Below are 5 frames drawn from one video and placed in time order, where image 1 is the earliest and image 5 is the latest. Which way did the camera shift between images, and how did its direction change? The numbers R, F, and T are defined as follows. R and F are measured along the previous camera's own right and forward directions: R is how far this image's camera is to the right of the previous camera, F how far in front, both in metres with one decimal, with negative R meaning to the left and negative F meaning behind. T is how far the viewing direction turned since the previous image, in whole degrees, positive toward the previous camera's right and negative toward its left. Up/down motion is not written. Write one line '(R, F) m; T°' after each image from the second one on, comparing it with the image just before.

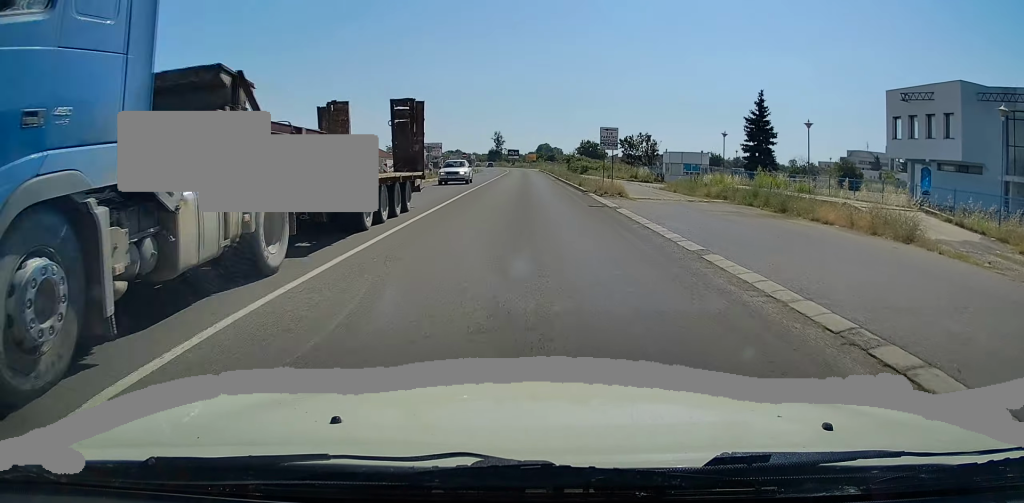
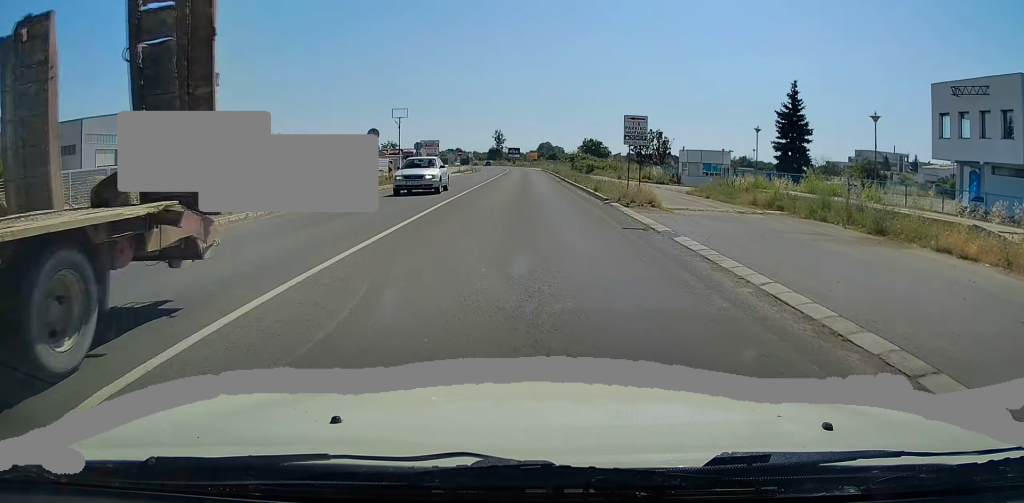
(-0.2, +6.8) m; -1°
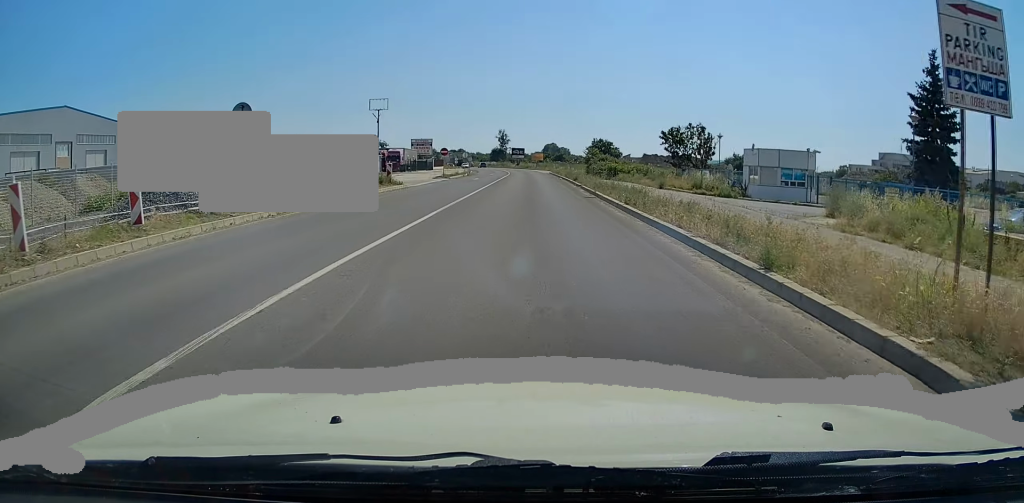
(-0.3, +17.5) m; -1°
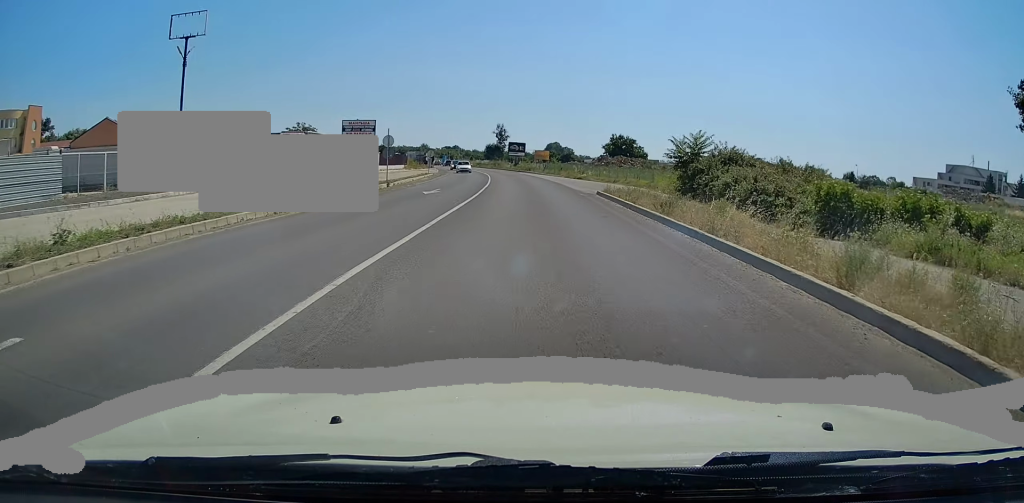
(+0.8, +49.6) m; +1°
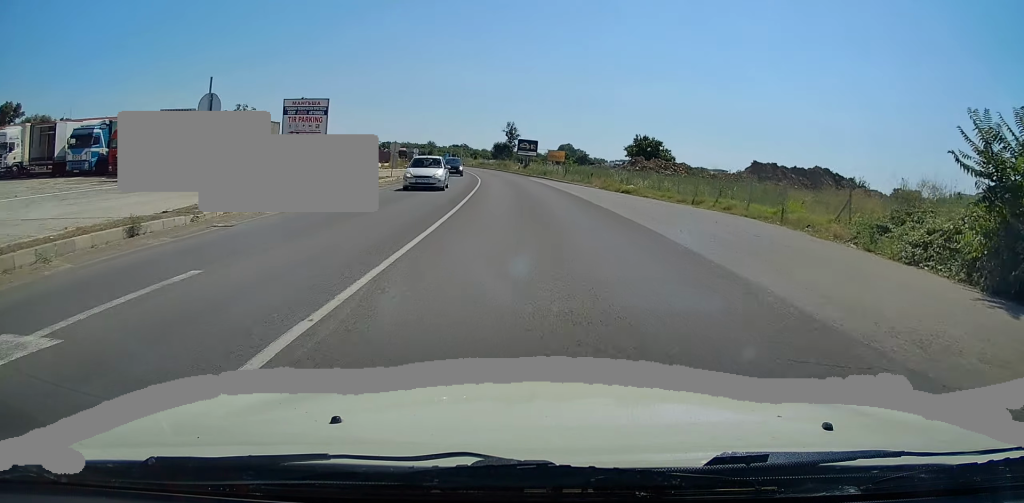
(-0.7, +23.3) m; -2°
